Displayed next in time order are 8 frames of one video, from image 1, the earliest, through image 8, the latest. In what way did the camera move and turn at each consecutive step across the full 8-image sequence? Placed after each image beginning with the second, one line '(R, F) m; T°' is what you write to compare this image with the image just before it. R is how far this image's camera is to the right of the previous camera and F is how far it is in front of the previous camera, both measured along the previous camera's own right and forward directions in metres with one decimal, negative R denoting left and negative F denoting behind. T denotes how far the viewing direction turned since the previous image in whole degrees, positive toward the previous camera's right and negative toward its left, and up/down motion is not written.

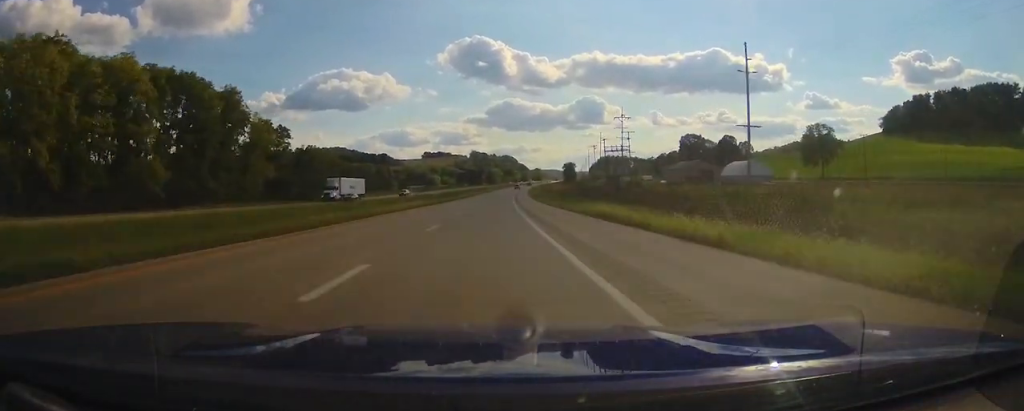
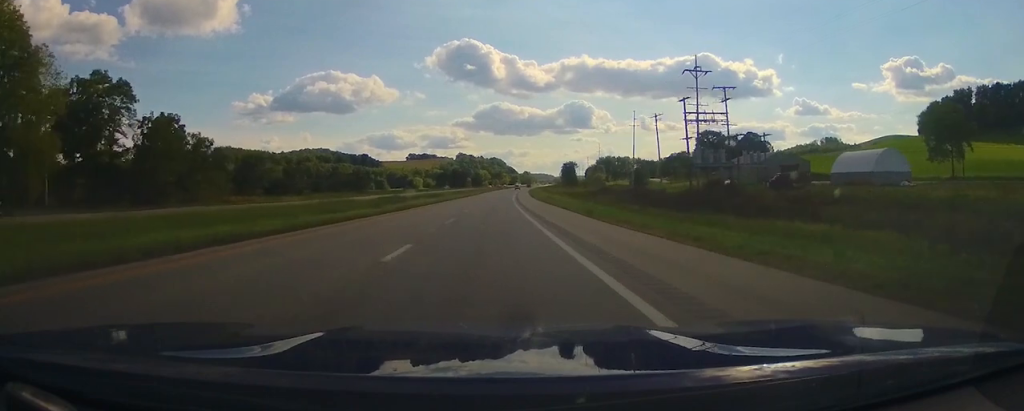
(+1.2, +57.1) m; +2°
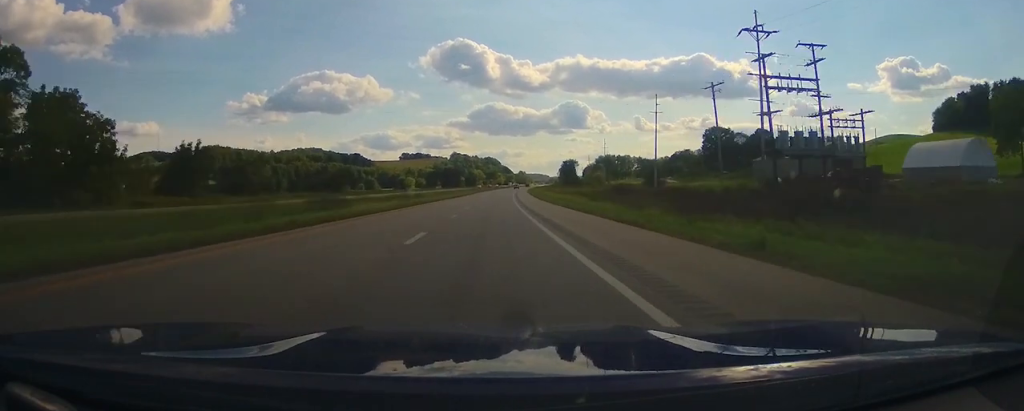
(+0.1, +21.1) m; 0°
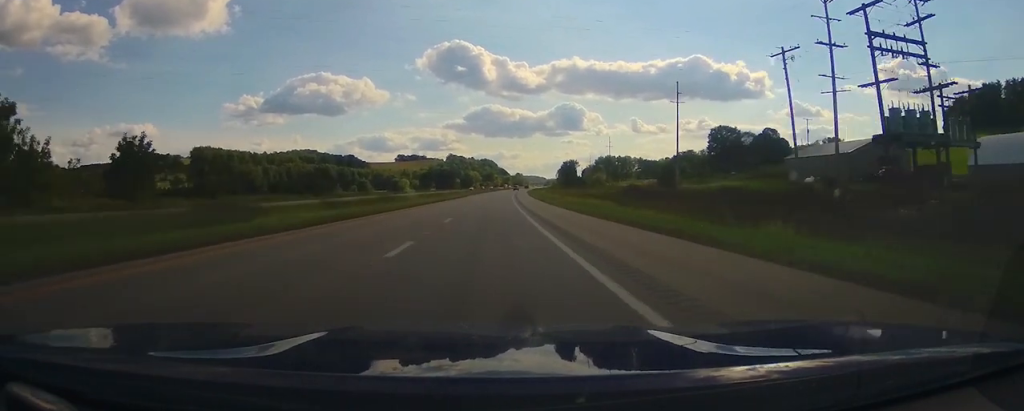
(+0.2, +14.4) m; 0°
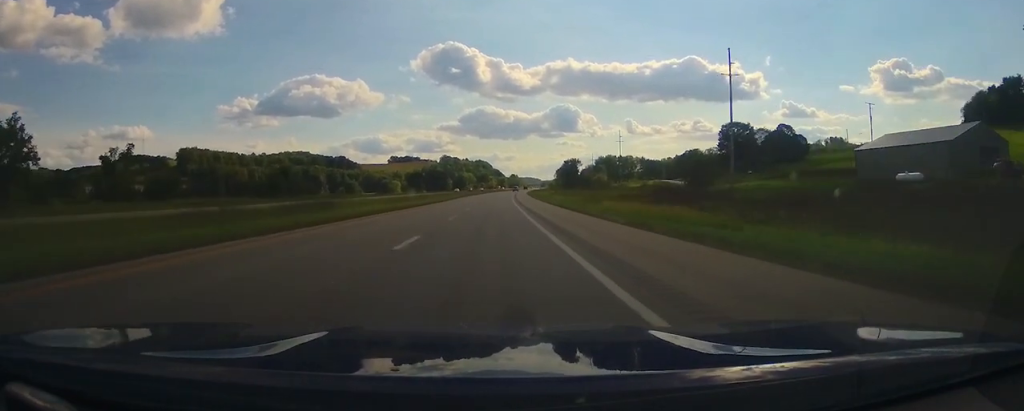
(-0.1, +23.3) m; 0°
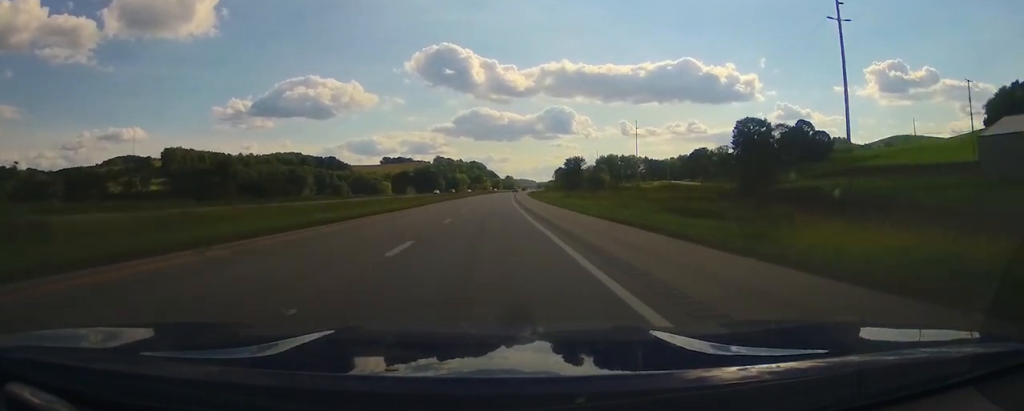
(-0.3, +25.5) m; +1°
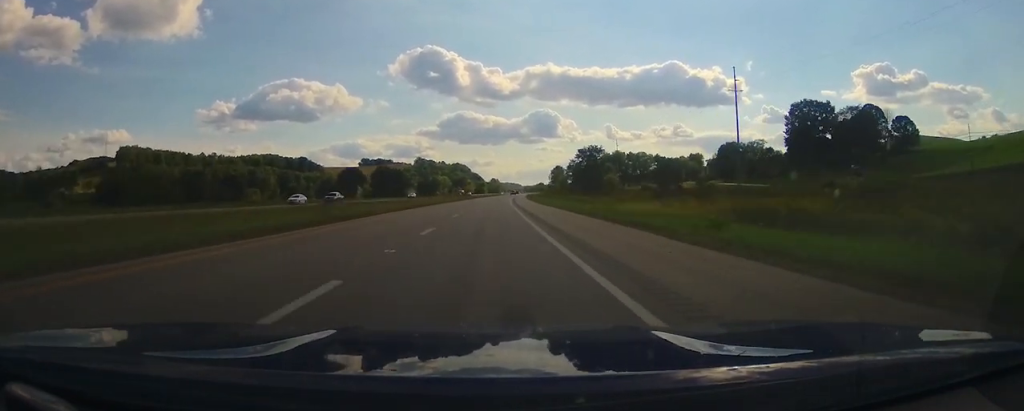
(+1.7, +67.0) m; +2°
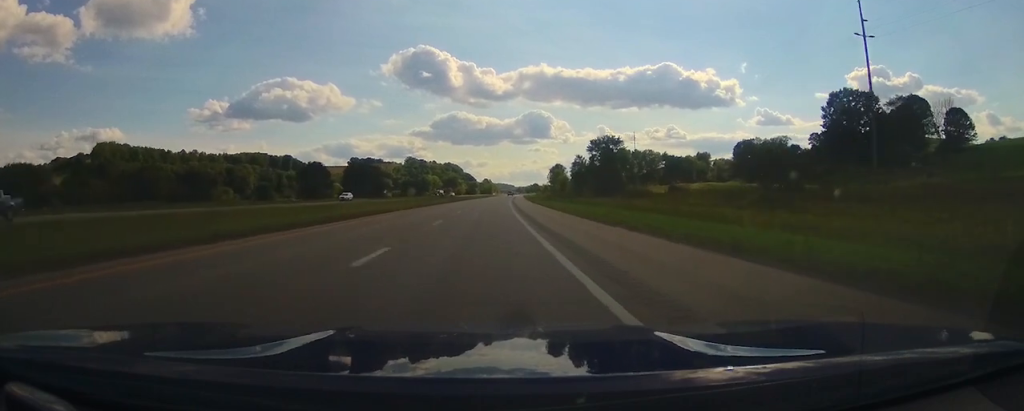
(+0.1, +31.8) m; +1°
